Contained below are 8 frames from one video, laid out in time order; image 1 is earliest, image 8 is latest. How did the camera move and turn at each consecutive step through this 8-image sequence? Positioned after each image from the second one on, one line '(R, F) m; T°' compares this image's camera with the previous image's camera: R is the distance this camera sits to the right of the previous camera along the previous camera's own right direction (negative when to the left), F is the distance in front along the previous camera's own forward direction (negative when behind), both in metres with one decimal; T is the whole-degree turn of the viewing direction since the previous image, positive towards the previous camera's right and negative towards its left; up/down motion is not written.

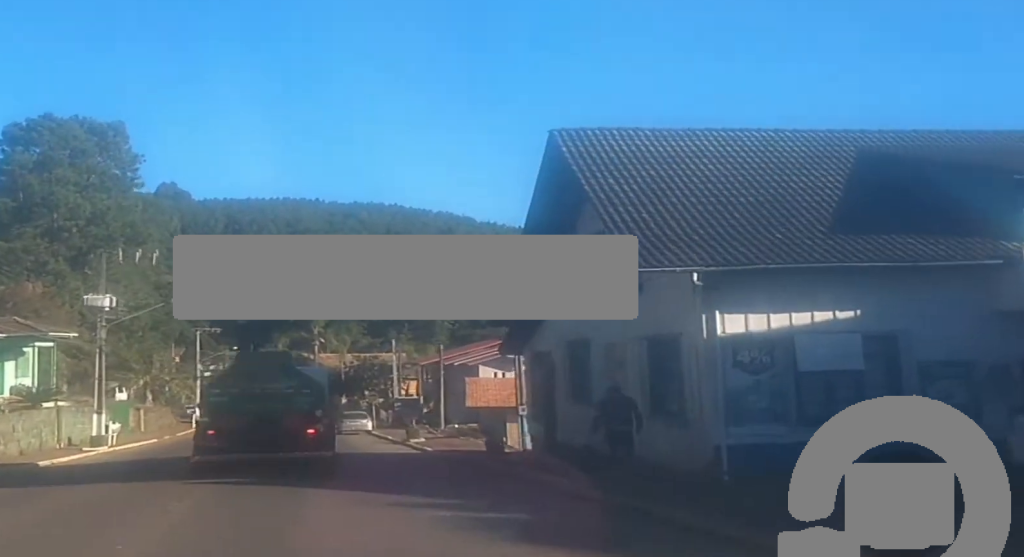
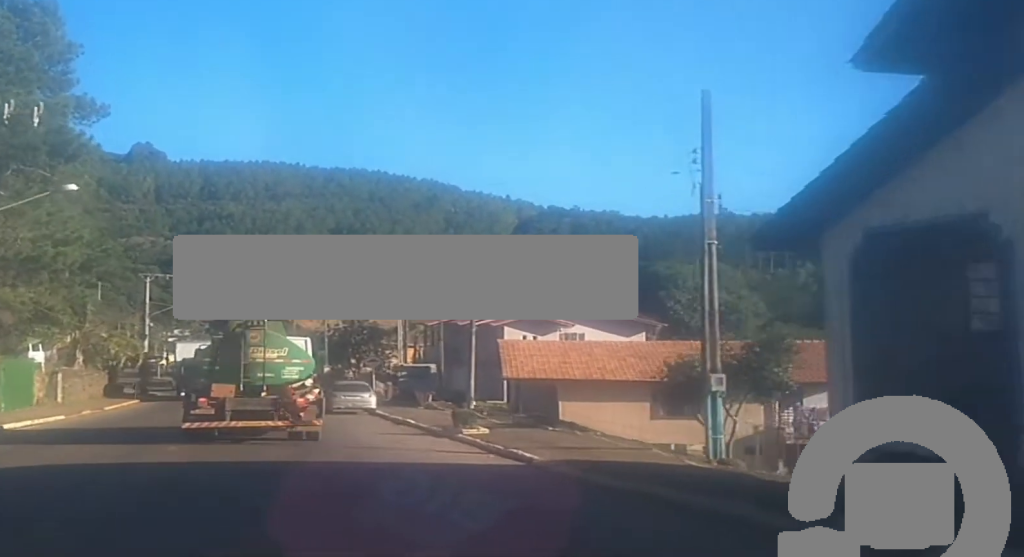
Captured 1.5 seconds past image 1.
(-0.2, +16.7) m; -1°
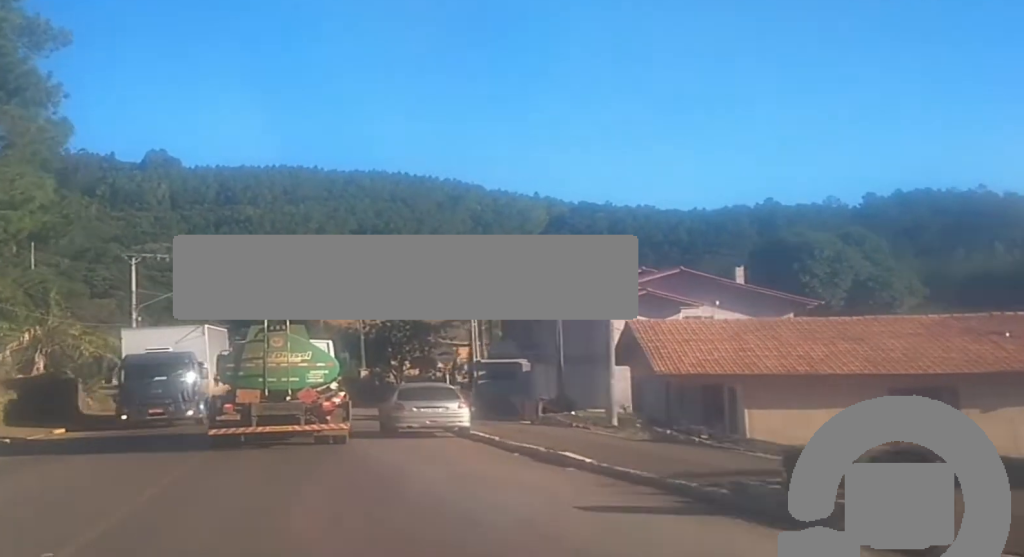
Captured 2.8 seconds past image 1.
(-0.1, +15.0) m; +1°
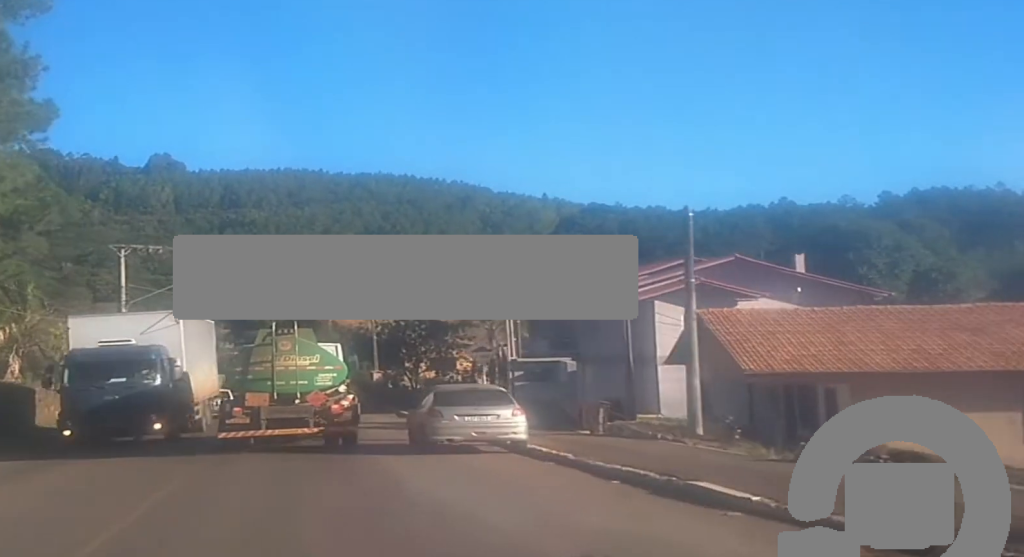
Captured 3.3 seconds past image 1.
(+0.1, +5.5) m; 0°
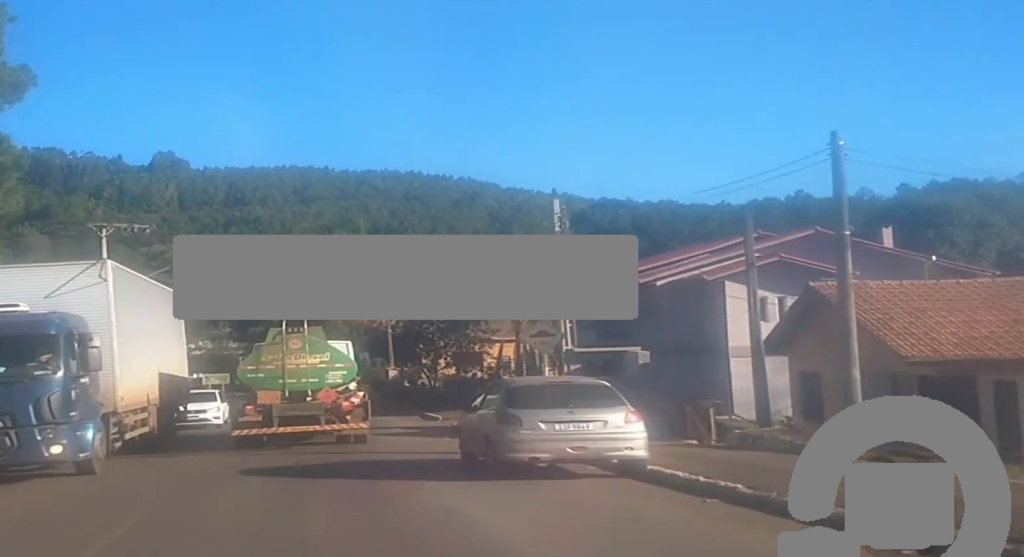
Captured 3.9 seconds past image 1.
(+0.2, +5.8) m; -1°
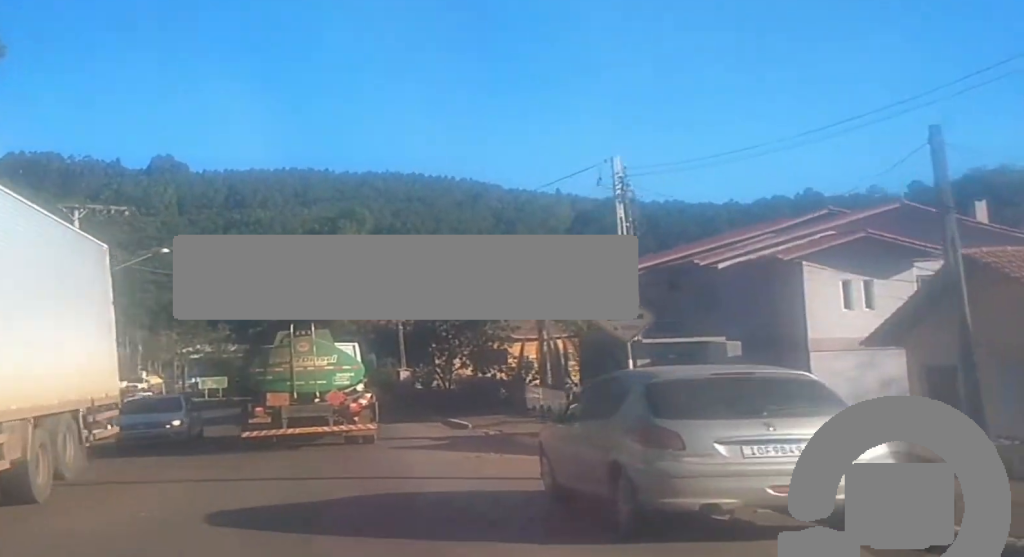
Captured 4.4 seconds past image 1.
(-0.2, +5.4) m; -1°
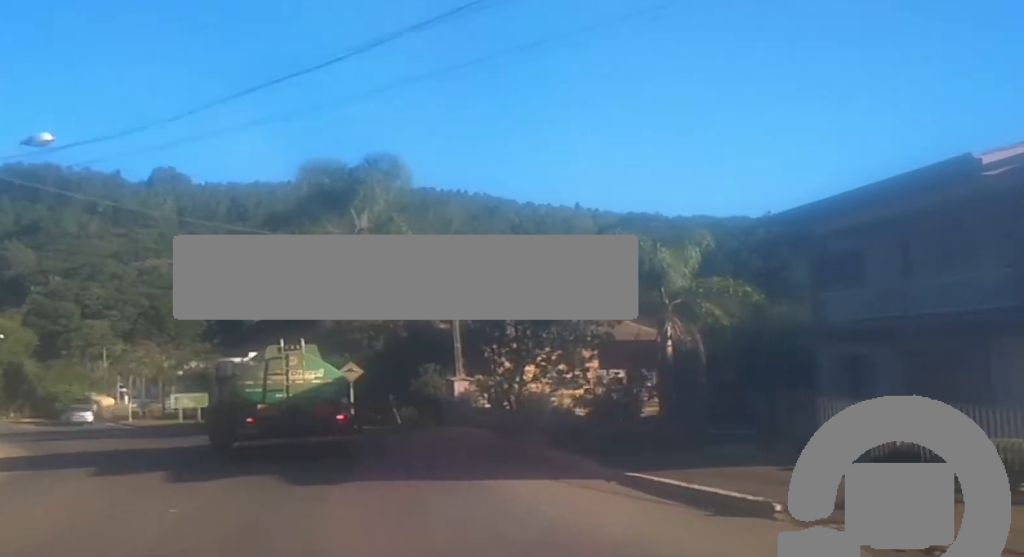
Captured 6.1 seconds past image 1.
(-0.1, +18.0) m; +2°
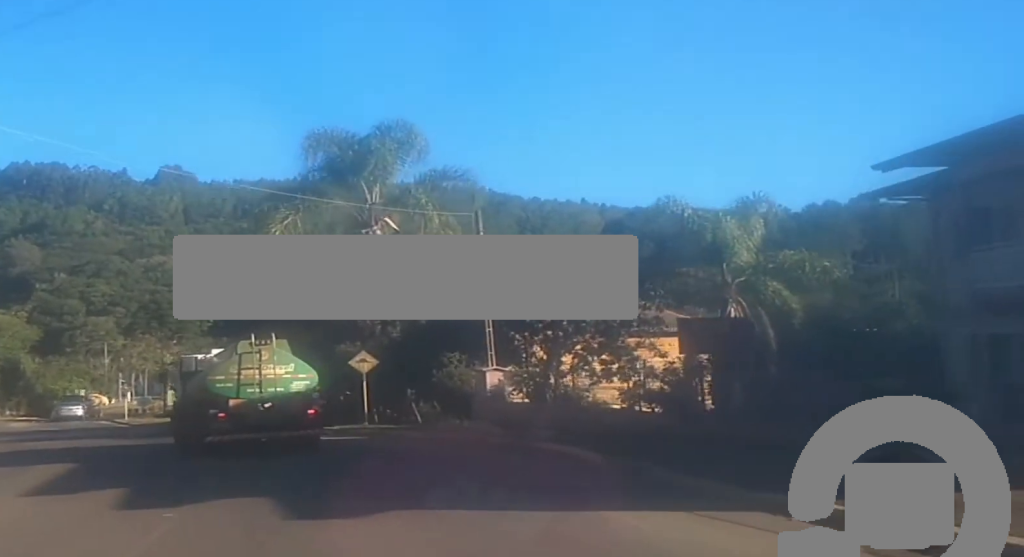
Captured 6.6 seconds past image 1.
(+0.1, +5.2) m; -1°
